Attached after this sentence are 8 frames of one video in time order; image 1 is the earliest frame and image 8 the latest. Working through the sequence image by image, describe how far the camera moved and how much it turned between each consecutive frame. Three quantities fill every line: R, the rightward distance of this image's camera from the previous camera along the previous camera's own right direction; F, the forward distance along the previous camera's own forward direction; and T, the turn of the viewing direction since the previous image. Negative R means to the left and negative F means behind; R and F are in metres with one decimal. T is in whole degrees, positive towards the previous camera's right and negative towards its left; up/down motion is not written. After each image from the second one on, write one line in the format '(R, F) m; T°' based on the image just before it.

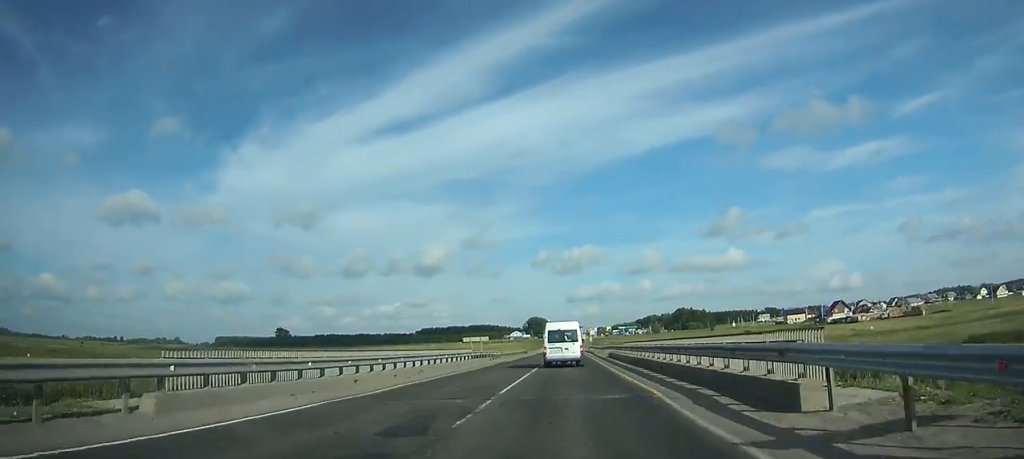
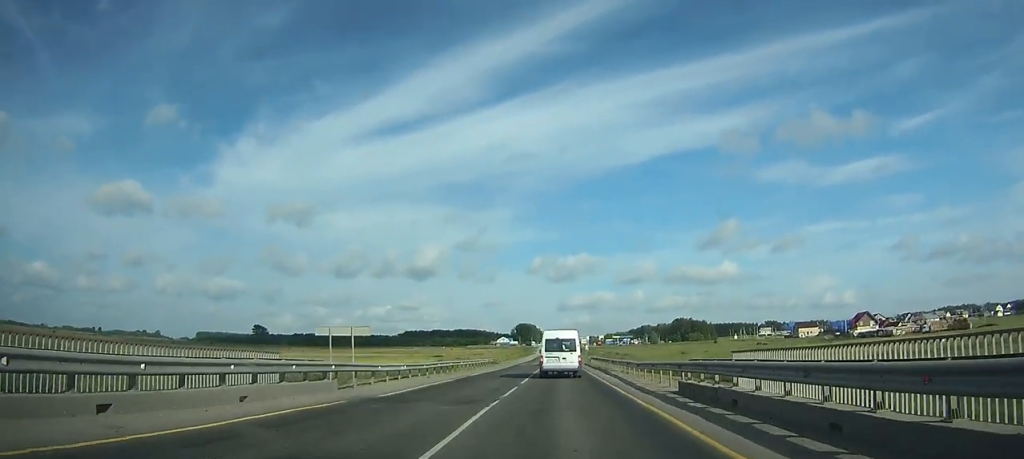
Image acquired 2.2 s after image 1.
(+0.1, +35.3) m; 0°
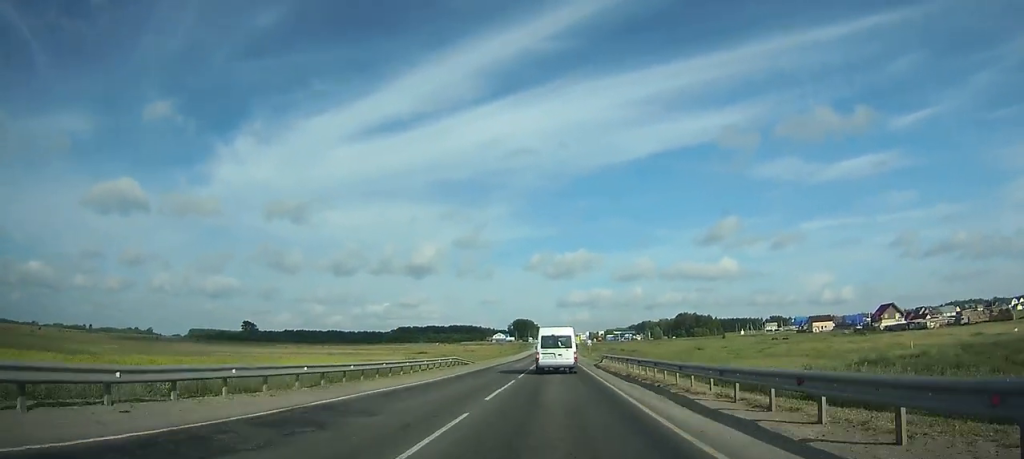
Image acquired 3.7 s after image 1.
(0.0, +22.6) m; 0°
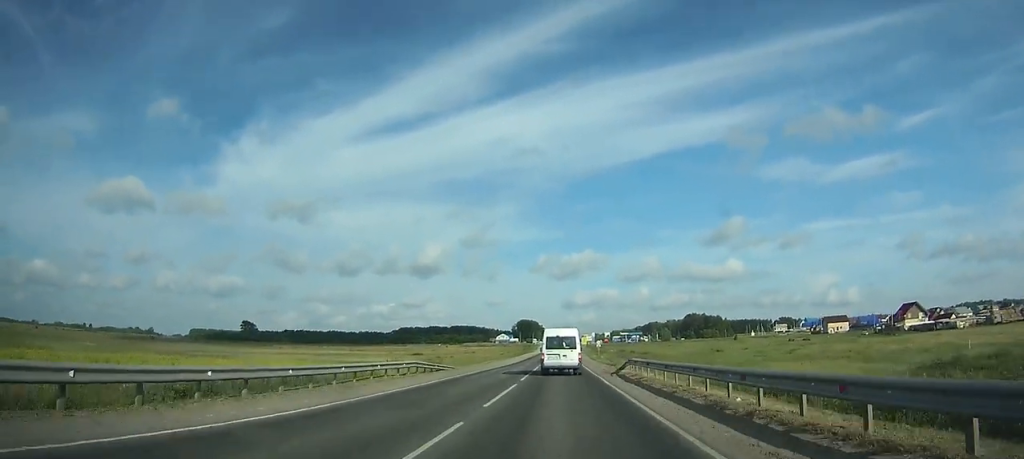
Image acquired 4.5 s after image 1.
(0.0, +13.2) m; 0°
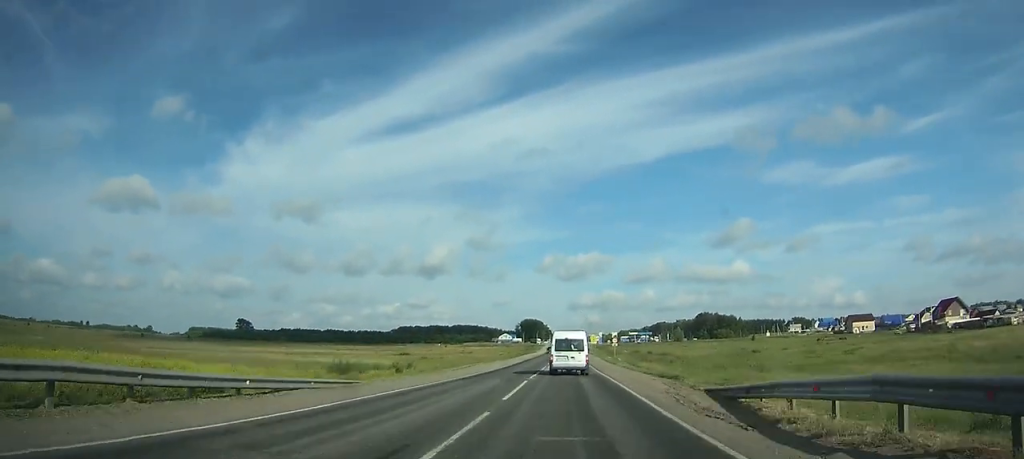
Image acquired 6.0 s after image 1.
(0.0, +21.8) m; 0°
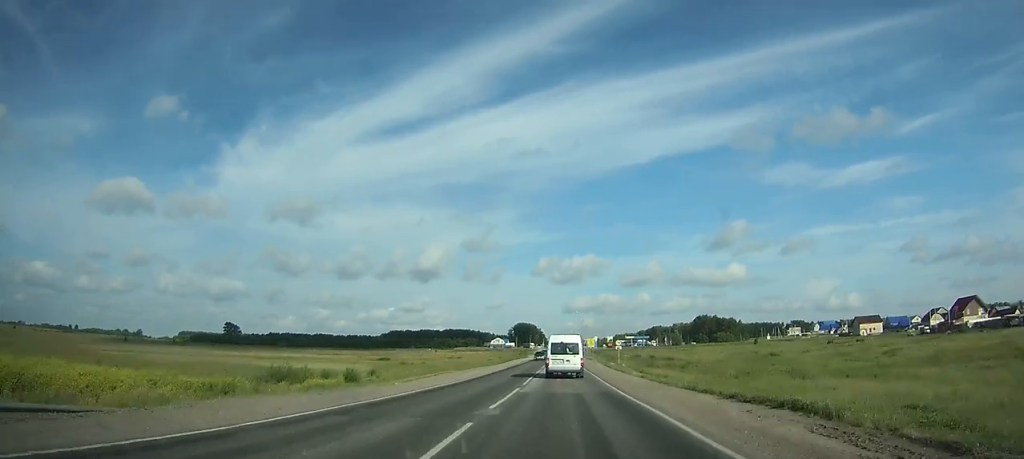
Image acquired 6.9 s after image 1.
(0.0, +13.0) m; 0°
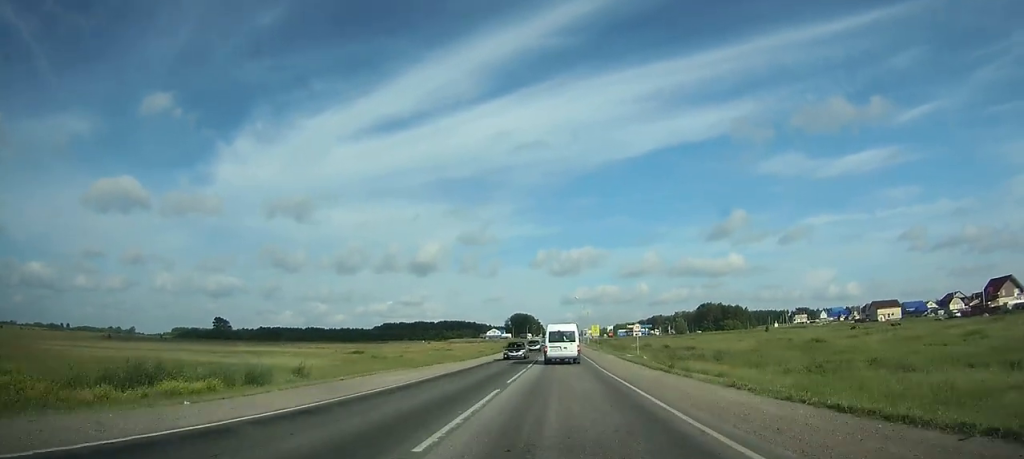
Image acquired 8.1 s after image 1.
(+0.1, +18.3) m; 0°
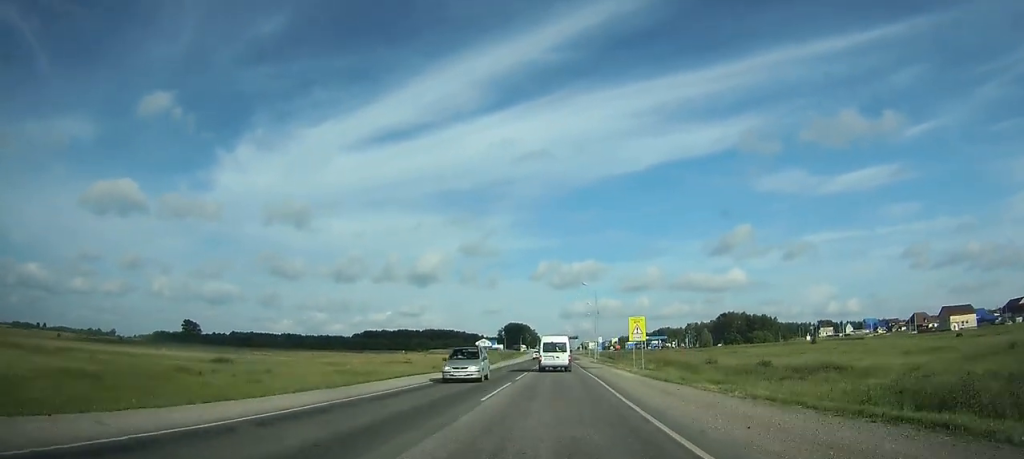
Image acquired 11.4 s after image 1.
(+0.2, +56.9) m; 0°
